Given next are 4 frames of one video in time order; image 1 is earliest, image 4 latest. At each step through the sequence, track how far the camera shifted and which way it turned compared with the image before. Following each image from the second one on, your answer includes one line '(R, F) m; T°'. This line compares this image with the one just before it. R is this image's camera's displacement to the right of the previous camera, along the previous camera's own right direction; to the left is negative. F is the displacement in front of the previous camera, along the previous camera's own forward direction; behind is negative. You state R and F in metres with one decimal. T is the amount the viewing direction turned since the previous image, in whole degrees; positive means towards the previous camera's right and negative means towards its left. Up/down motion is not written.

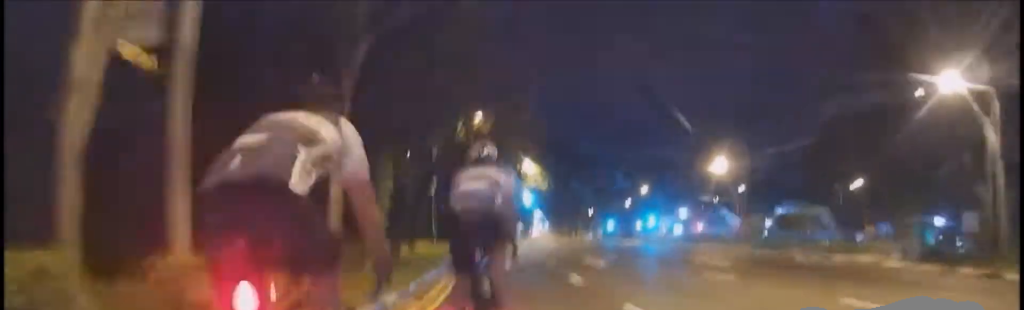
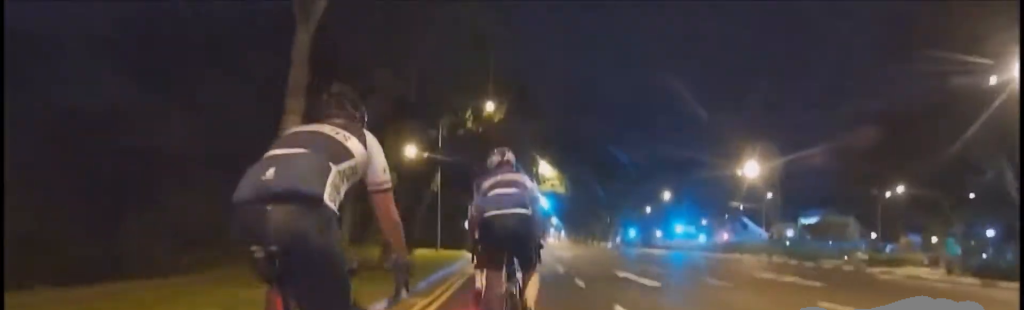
(0.0, +5.3) m; 0°
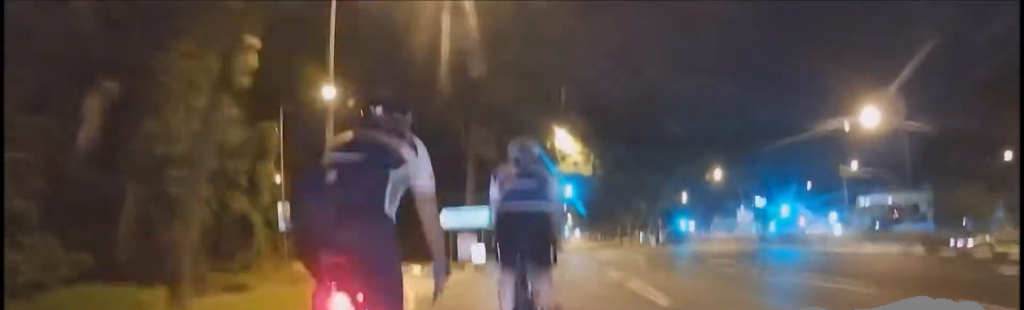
(0.0, +22.9) m; 0°
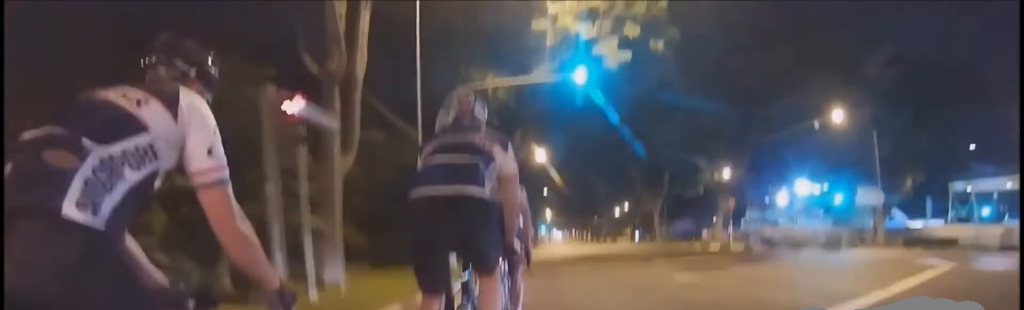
(+3.0, +41.4) m; 0°
